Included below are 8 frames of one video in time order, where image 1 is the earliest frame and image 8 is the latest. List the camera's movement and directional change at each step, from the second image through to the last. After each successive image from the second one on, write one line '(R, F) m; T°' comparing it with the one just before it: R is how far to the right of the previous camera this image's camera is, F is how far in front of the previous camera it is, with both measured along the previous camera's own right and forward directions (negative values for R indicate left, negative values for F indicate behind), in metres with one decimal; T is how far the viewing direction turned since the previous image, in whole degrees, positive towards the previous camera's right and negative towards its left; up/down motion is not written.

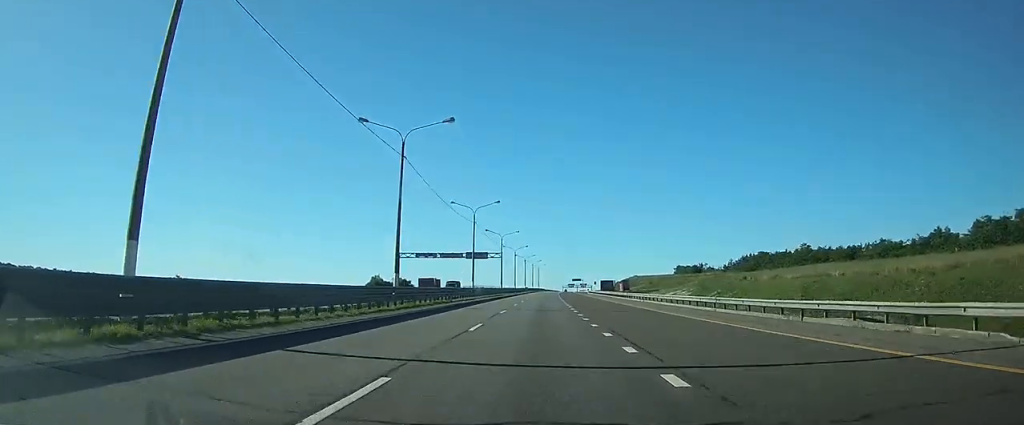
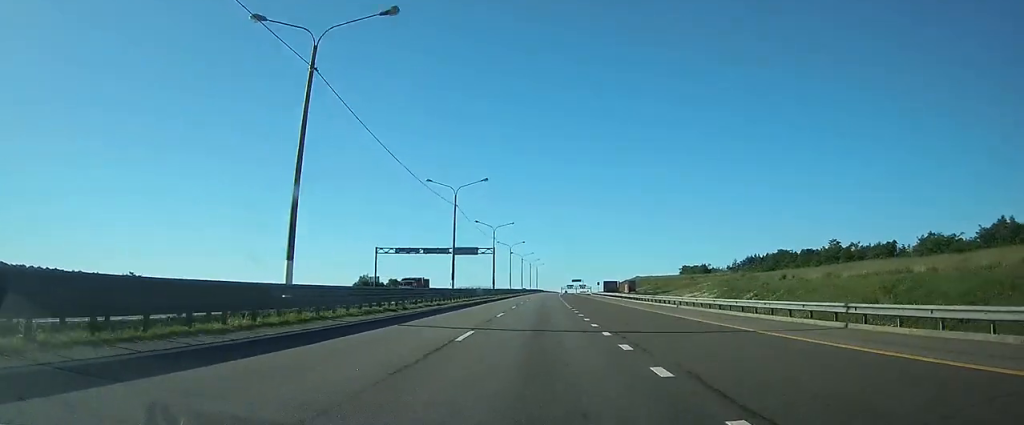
(0.0, +14.8) m; 0°
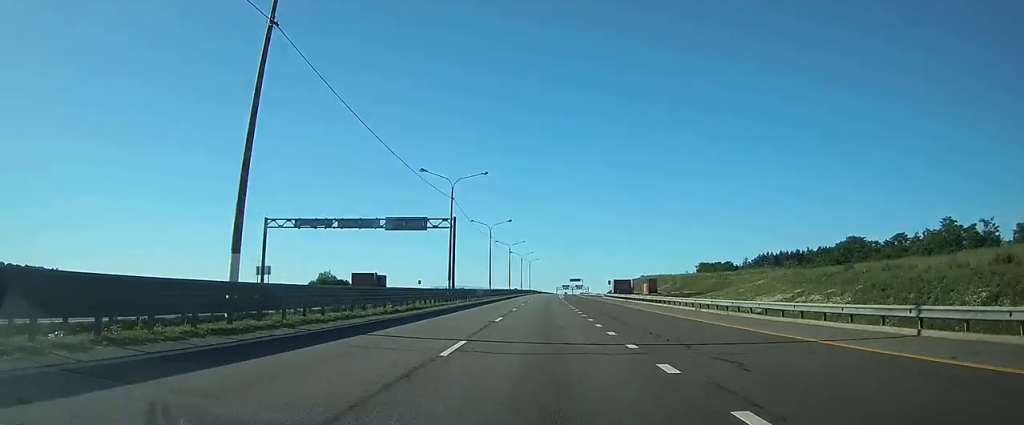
(+0.2, +39.1) m; 0°
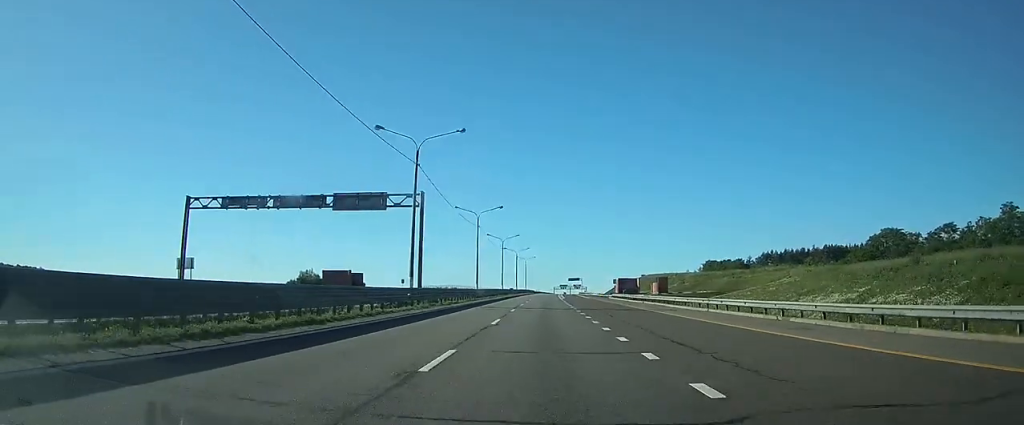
(0.0, +14.0) m; 0°
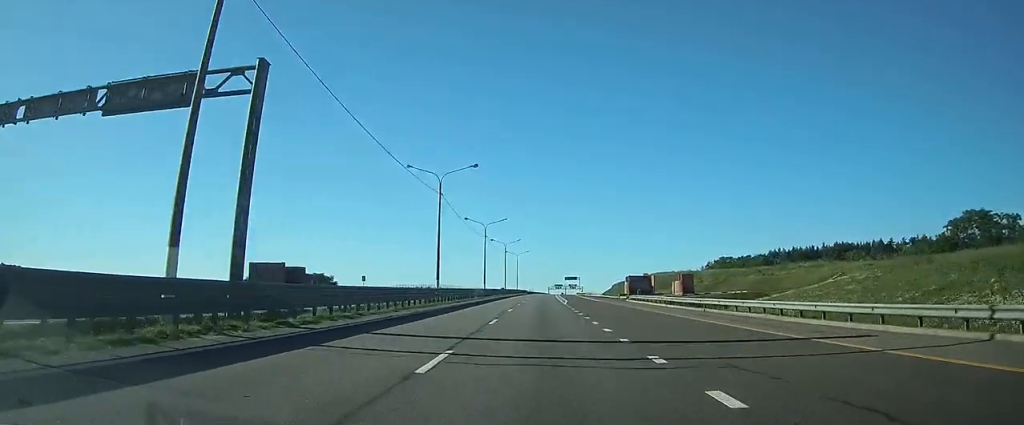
(+0.1, +24.2) m; +1°
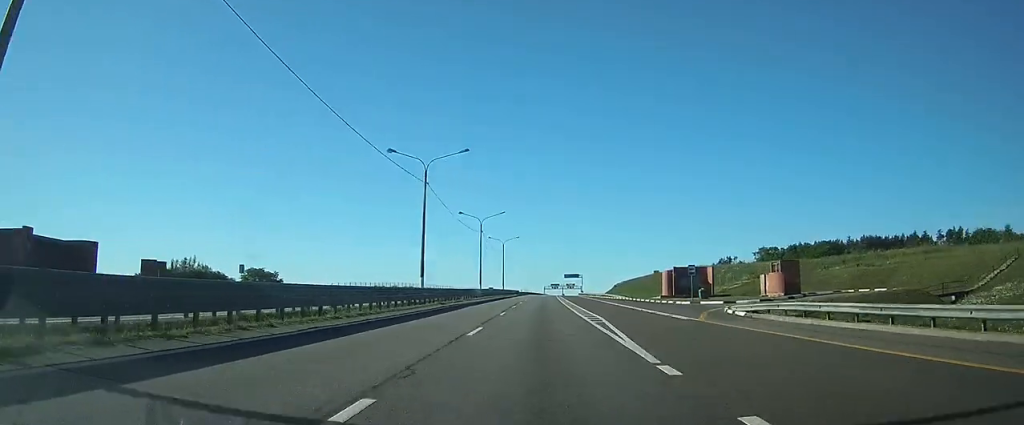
(+0.4, +40.8) m; +1°
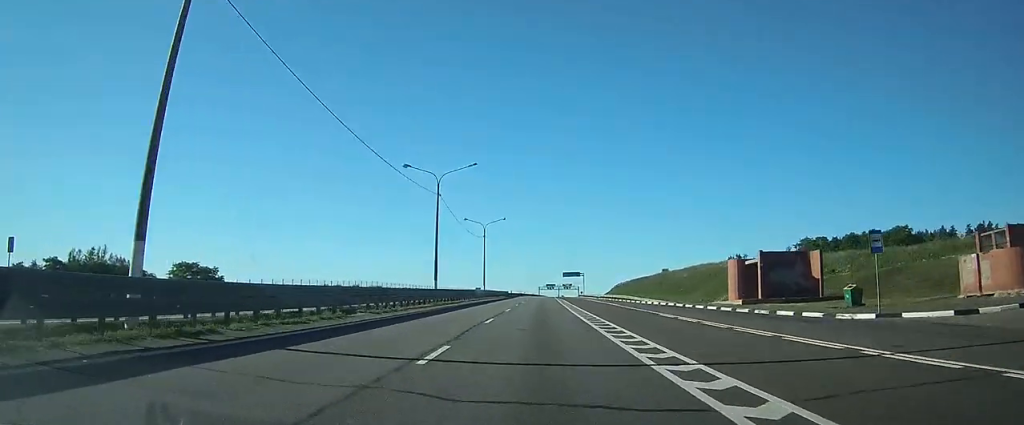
(+0.2, +29.5) m; +1°
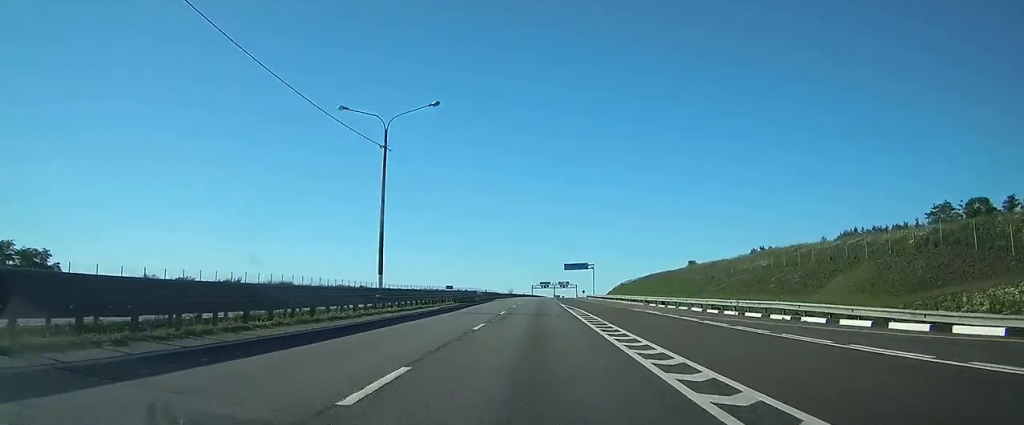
(+0.3, +50.3) m; 0°
